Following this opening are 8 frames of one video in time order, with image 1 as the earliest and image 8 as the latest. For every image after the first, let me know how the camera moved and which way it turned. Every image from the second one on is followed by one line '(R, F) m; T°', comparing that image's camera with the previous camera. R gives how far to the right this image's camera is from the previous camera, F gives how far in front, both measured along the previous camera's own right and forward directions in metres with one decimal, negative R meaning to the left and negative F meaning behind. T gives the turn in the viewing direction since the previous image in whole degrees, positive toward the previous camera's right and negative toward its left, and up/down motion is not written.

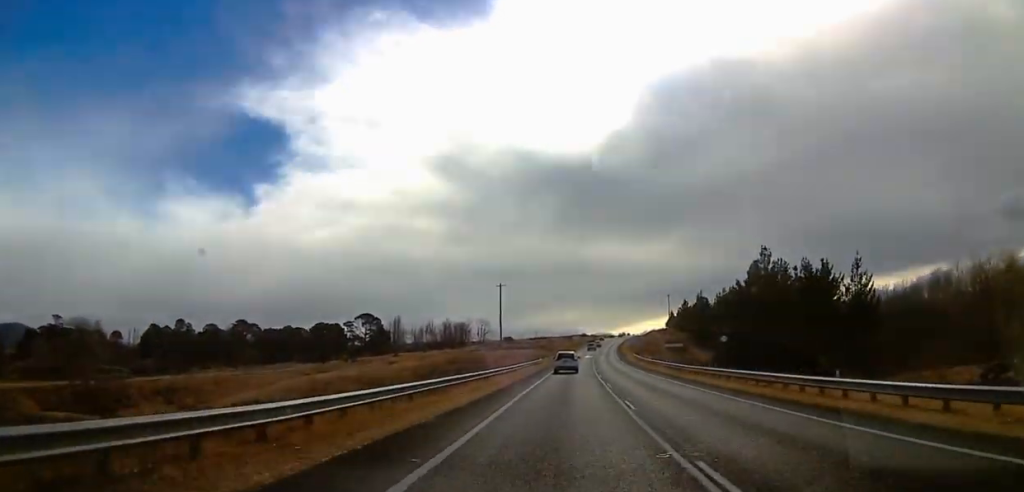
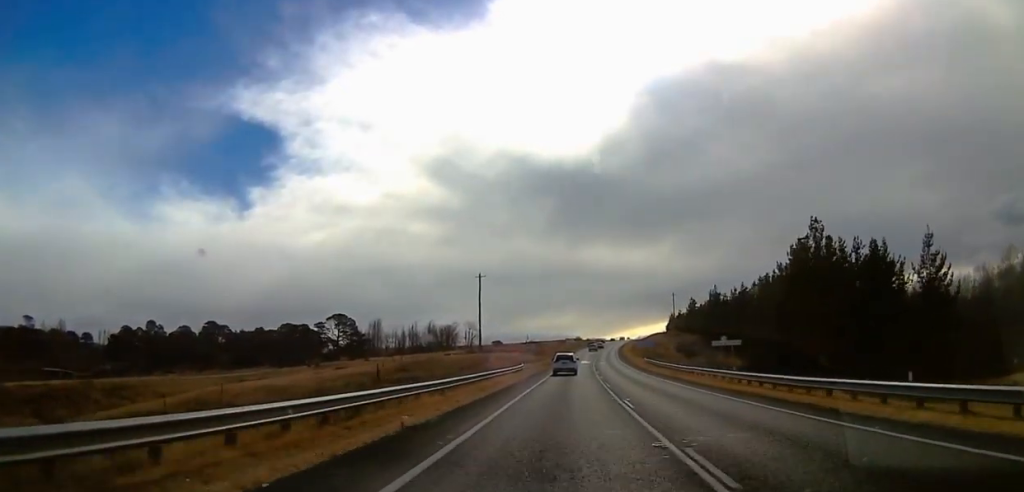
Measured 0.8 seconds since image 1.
(0.0, +22.0) m; 0°
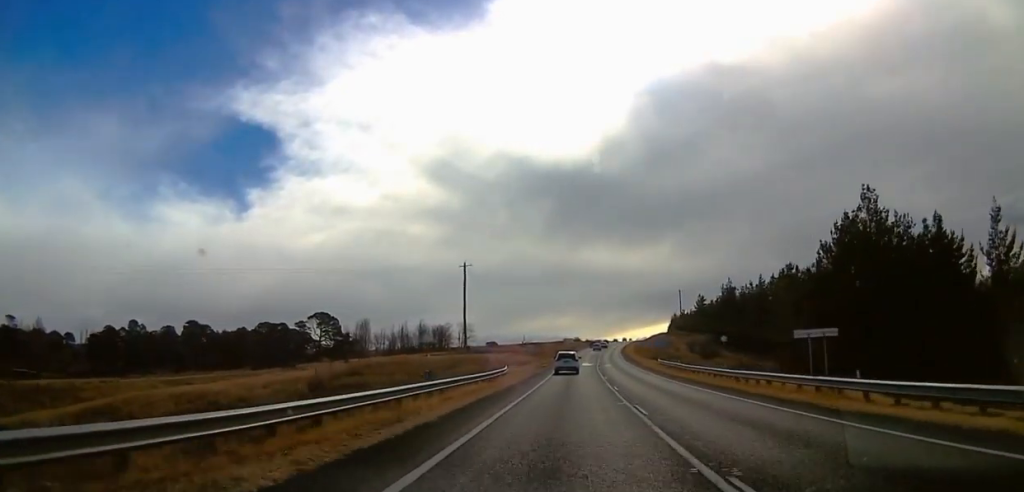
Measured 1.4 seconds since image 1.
(0.0, +14.1) m; 0°
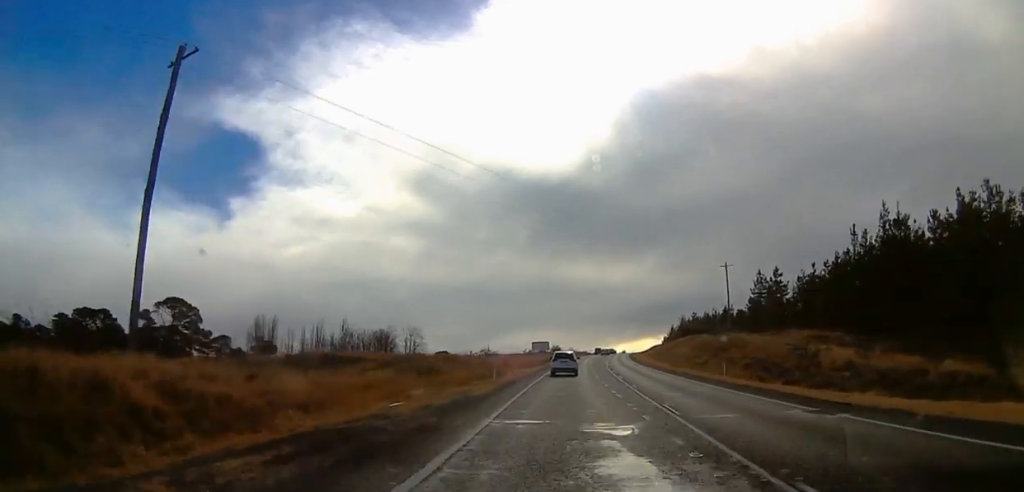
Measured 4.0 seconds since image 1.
(+3.1, +68.4) m; +8°
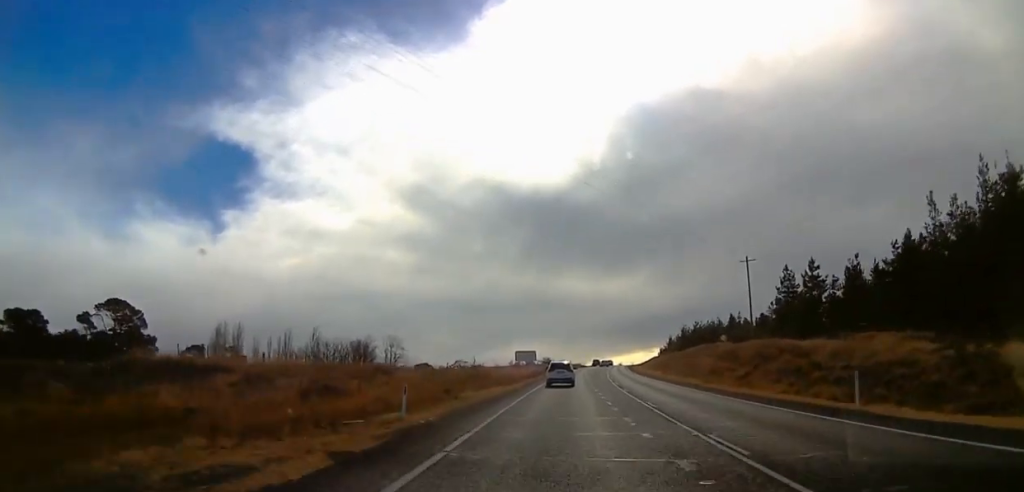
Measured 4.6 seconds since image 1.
(+0.5, +16.1) m; +2°
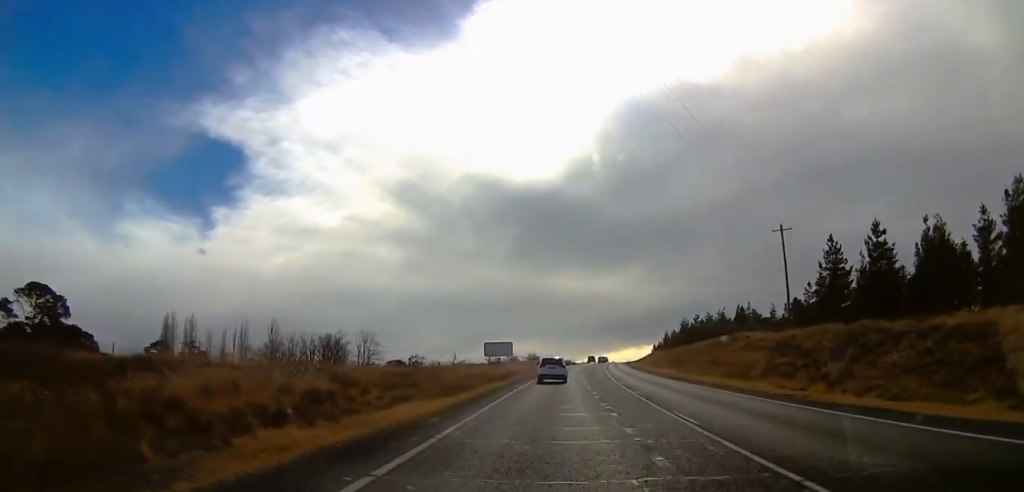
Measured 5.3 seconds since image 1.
(+0.1, +17.6) m; 0°
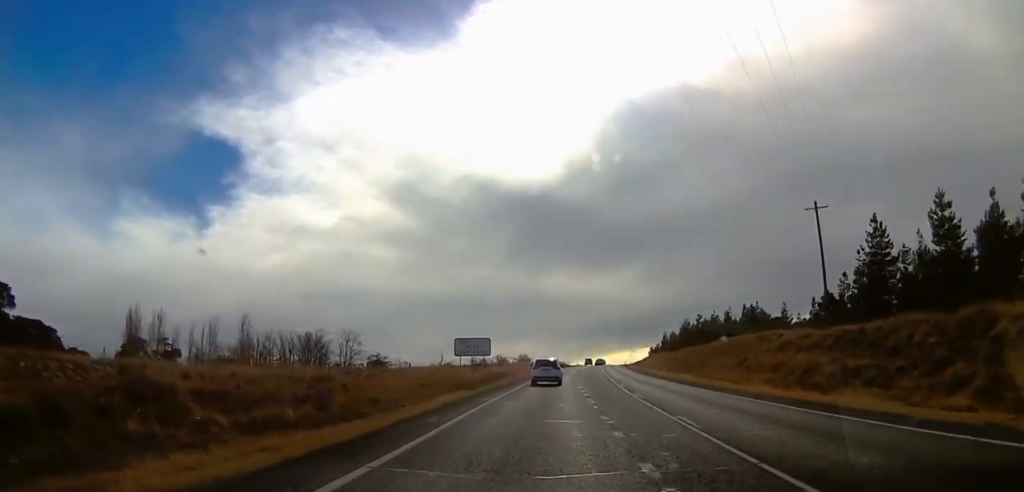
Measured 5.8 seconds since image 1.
(0.0, +10.8) m; 0°
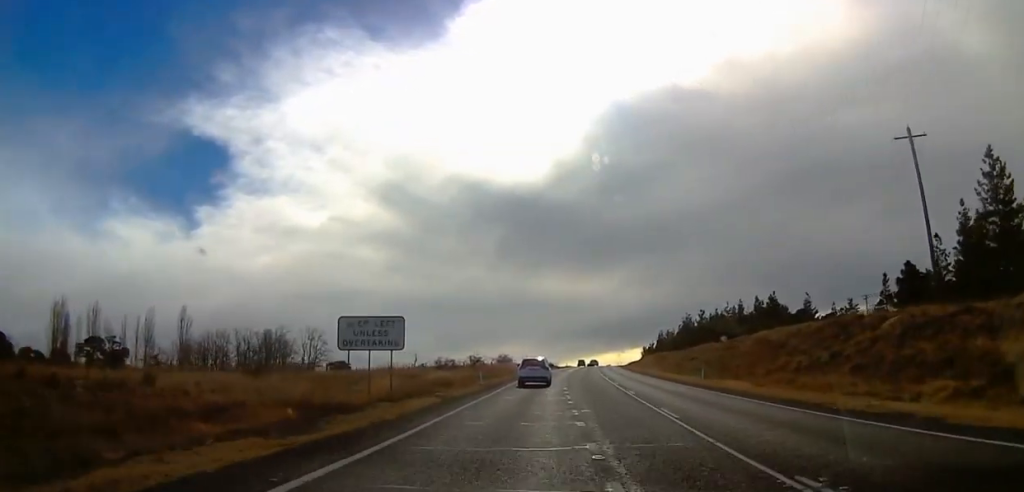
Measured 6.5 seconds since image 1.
(0.0, +18.3) m; 0°
